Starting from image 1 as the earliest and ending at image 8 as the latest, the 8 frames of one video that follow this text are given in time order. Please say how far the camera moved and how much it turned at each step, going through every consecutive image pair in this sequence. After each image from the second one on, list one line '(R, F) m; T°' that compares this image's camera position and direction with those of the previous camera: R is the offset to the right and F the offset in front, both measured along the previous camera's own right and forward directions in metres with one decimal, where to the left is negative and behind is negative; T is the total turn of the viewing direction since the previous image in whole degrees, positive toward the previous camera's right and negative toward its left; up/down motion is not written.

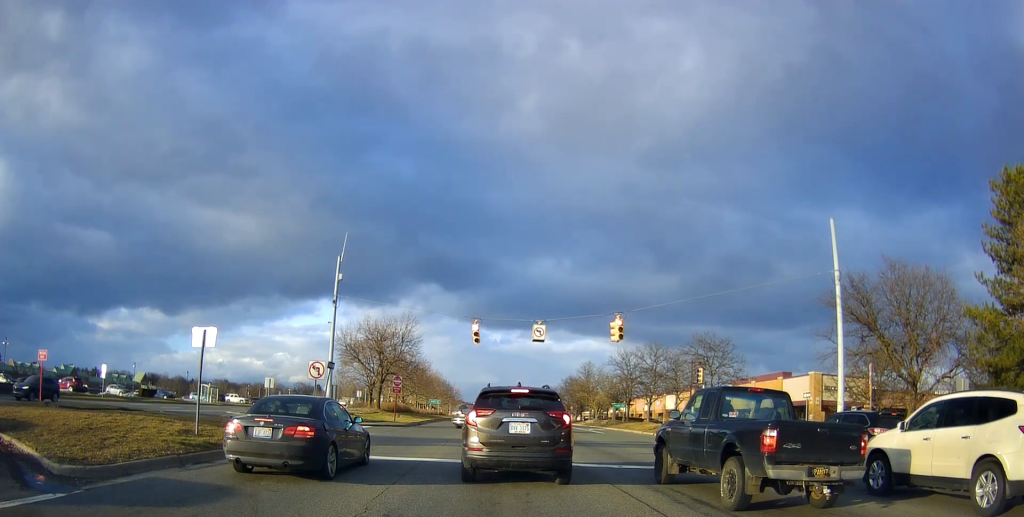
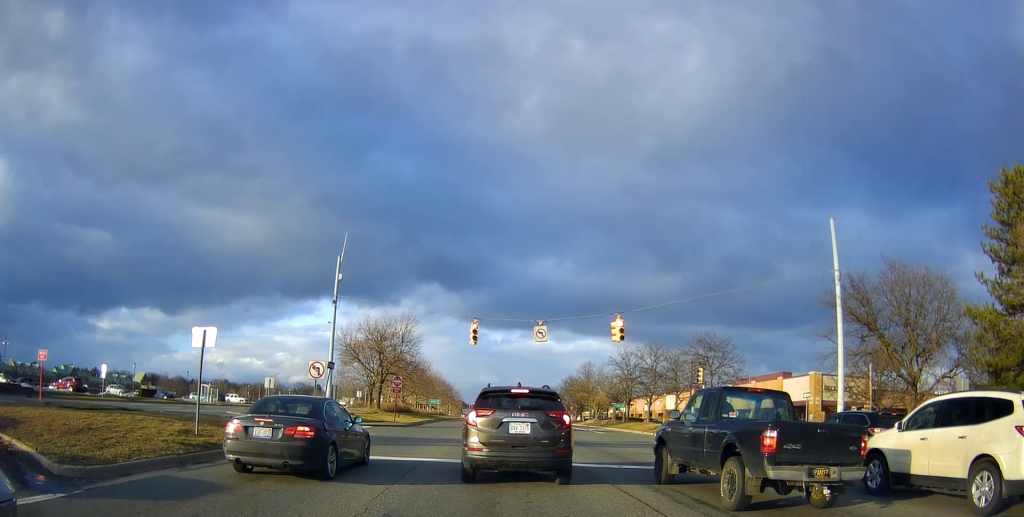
(0.0, 0.0) m; 0°
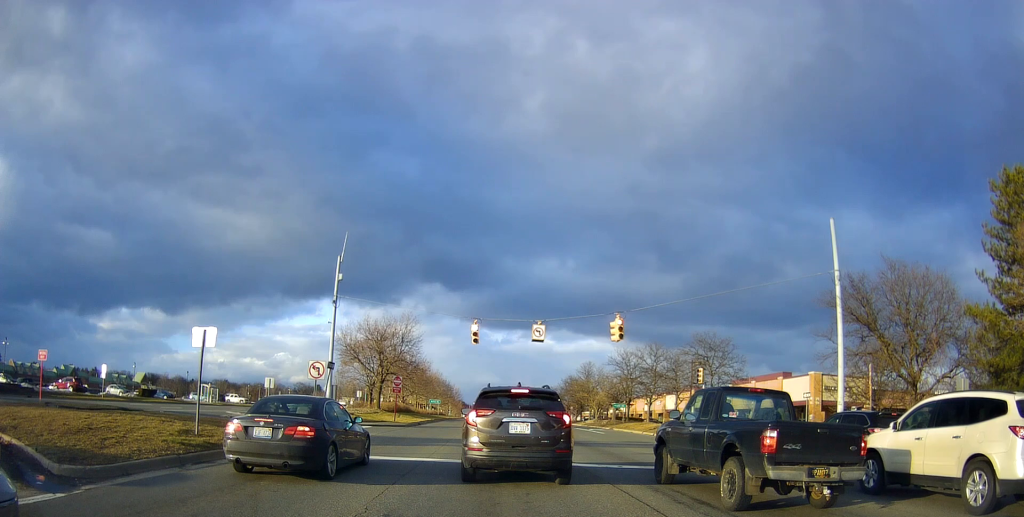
(0.0, 0.0) m; 0°
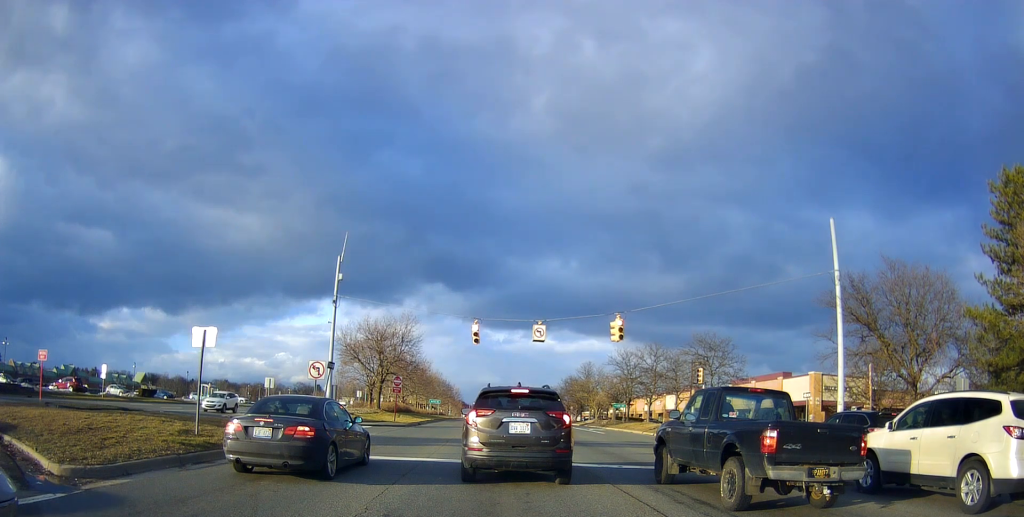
(0.0, 0.0) m; 0°
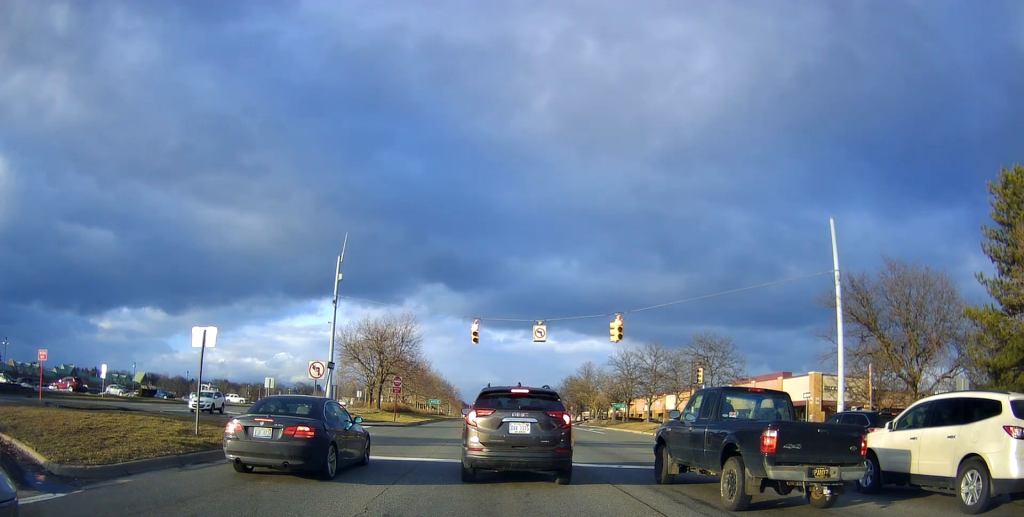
(0.0, 0.0) m; 0°
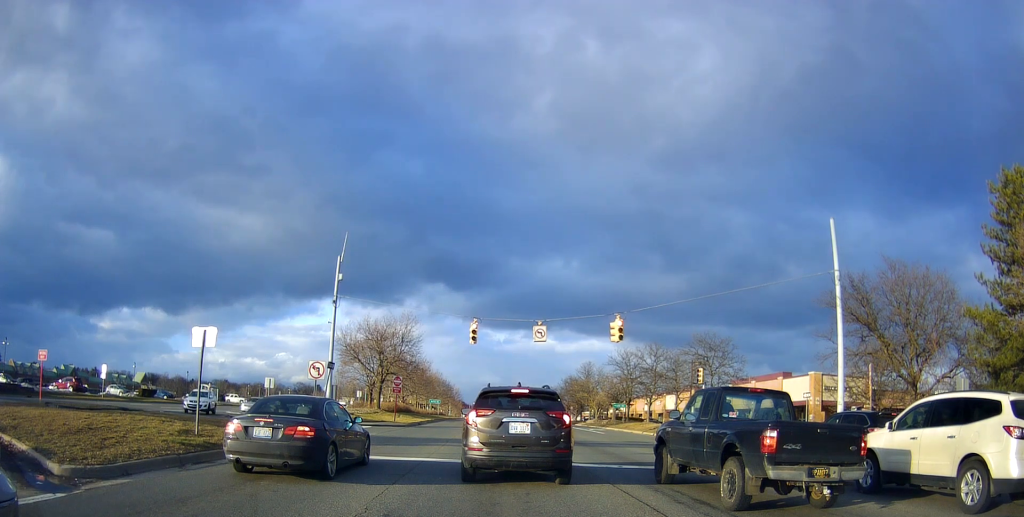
(0.0, 0.0) m; 0°
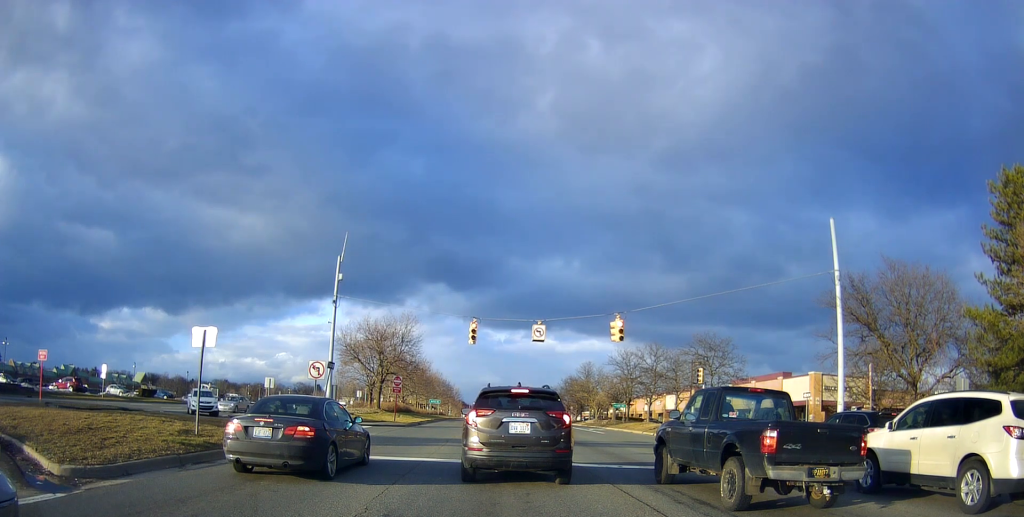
(0.0, 0.0) m; 0°
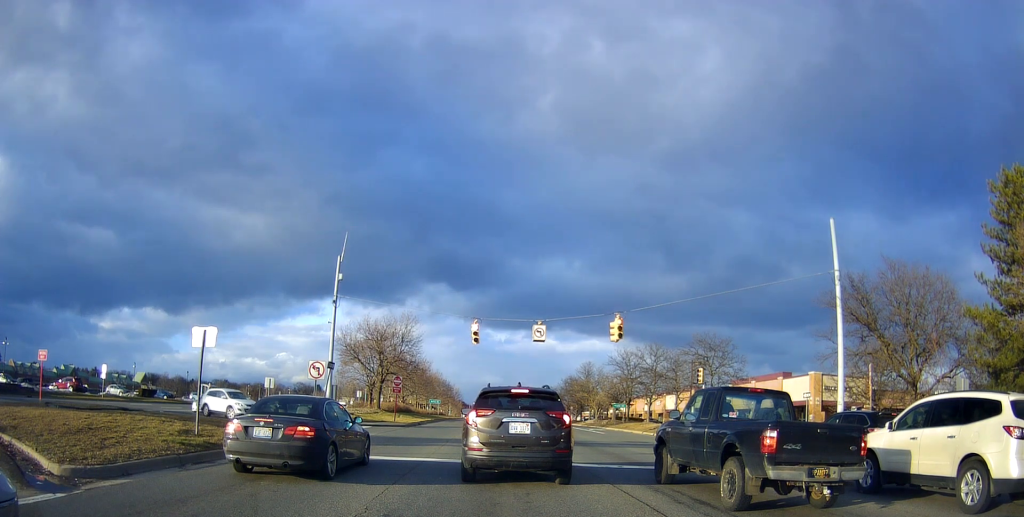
(0.0, 0.0) m; 0°
